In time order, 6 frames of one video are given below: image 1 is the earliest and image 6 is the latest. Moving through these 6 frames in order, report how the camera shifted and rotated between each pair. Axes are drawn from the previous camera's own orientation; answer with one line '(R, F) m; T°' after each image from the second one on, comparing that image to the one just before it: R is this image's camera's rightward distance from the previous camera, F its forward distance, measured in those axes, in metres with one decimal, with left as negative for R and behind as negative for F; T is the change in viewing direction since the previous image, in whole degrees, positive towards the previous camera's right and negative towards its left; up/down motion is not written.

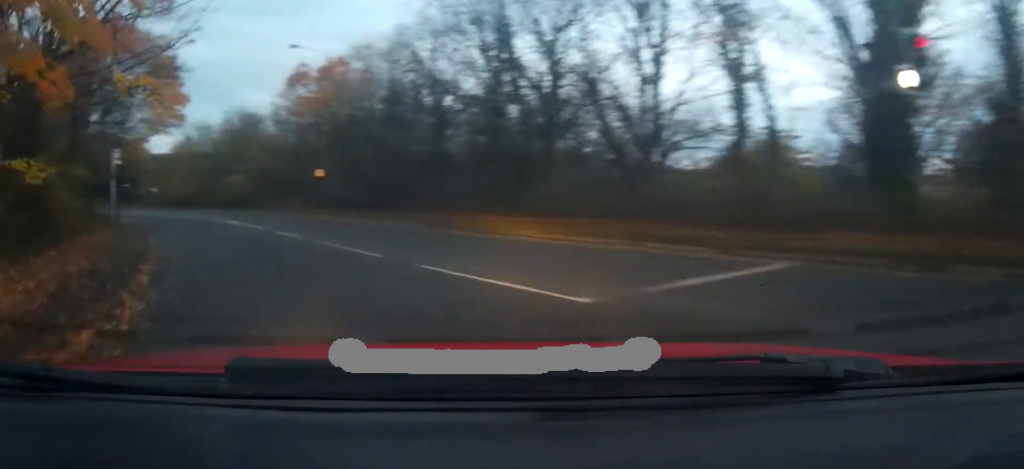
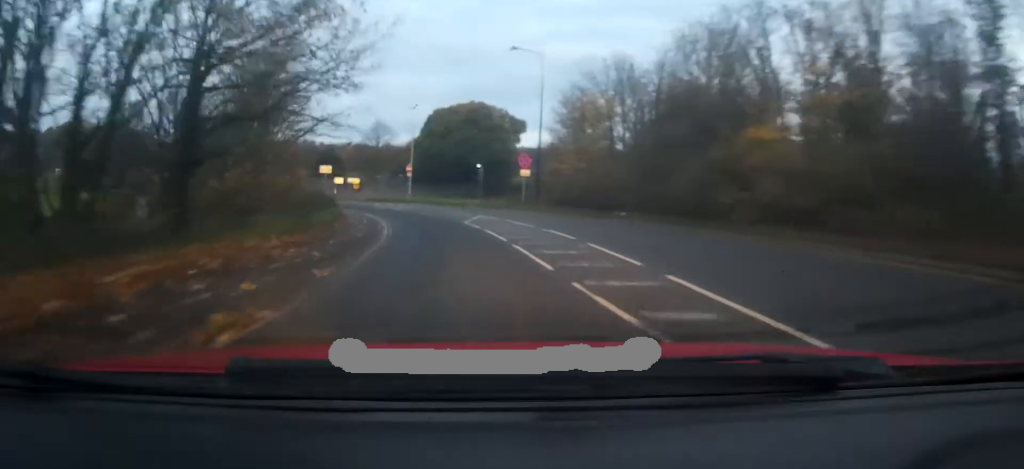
(-12.9, +33.3) m; -30°
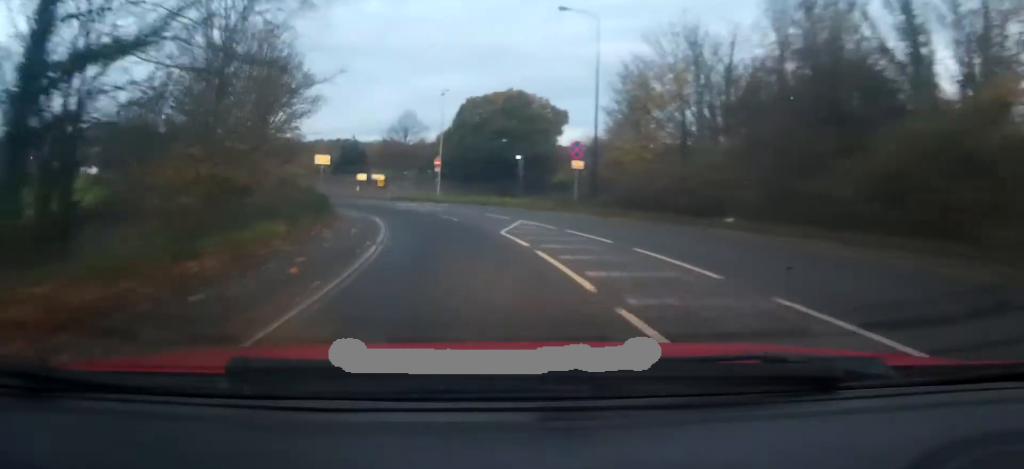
(-0.1, +8.5) m; -3°
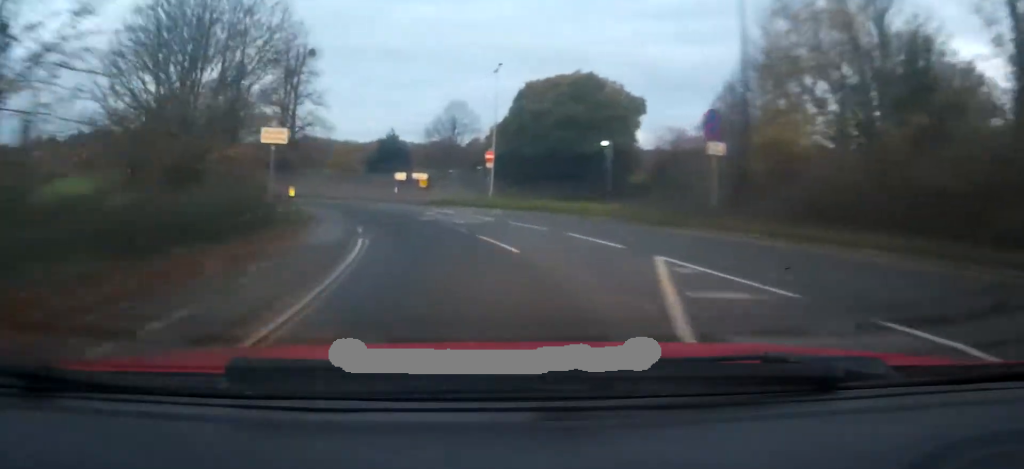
(-0.4, +13.6) m; -7°
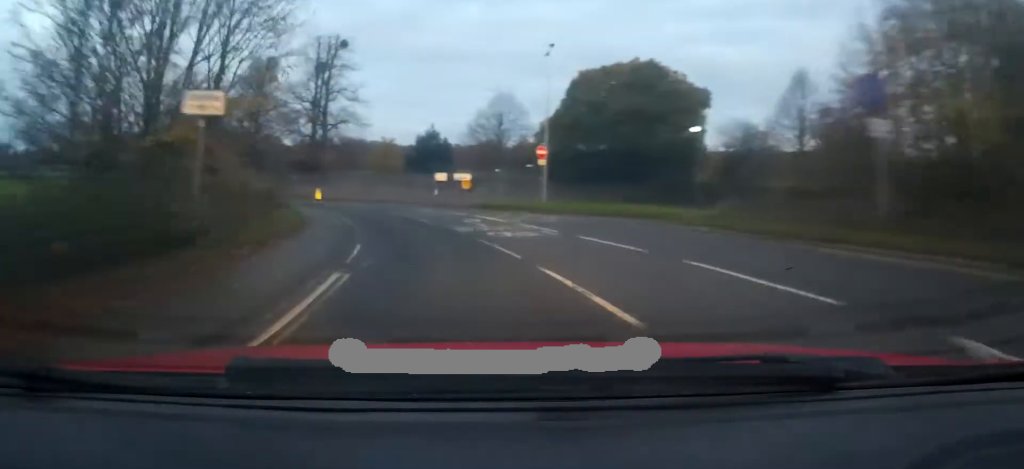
(-0.5, +7.1) m; -4°
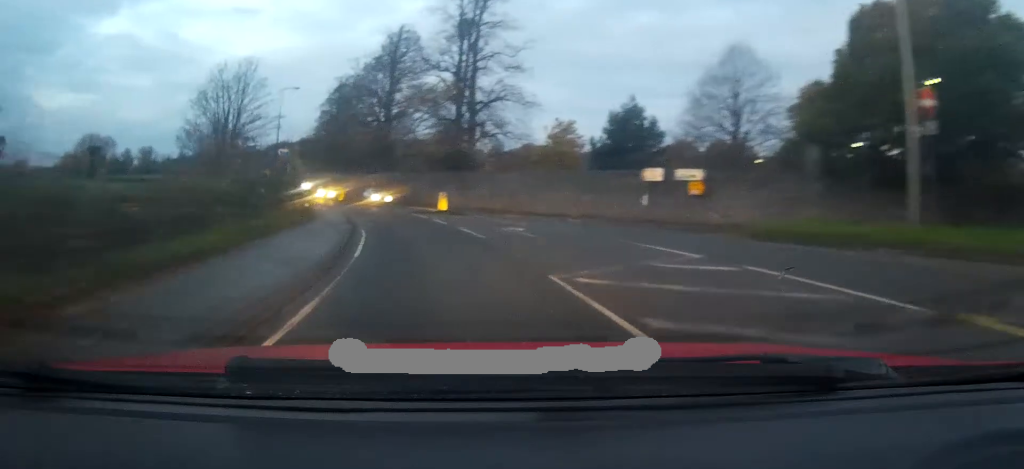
(-2.8, +24.4) m; -14°
